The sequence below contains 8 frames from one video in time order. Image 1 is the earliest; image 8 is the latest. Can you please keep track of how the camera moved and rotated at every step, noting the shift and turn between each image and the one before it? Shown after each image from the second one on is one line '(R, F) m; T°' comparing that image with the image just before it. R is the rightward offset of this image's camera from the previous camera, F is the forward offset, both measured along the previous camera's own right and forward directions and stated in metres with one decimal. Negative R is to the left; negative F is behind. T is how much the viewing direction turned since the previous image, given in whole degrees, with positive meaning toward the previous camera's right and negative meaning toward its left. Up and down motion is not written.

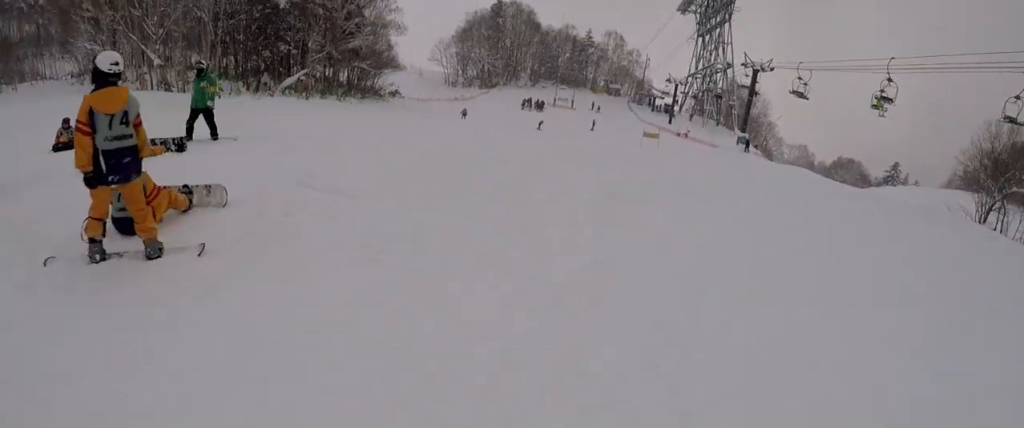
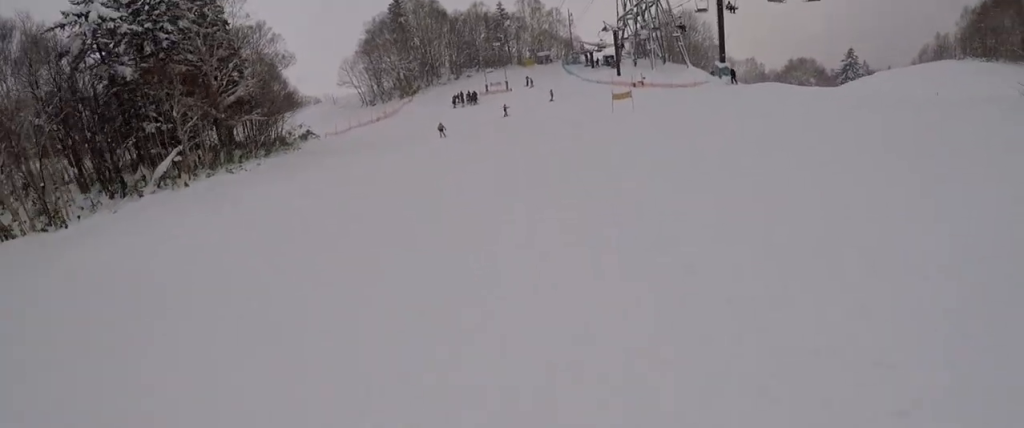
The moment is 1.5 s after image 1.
(-1.9, +12.3) m; 0°
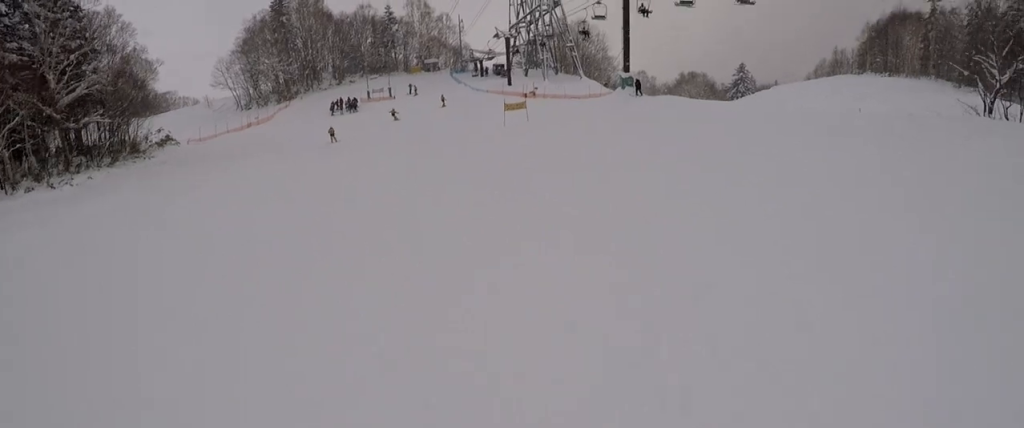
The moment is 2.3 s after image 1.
(+0.9, +6.6) m; +6°
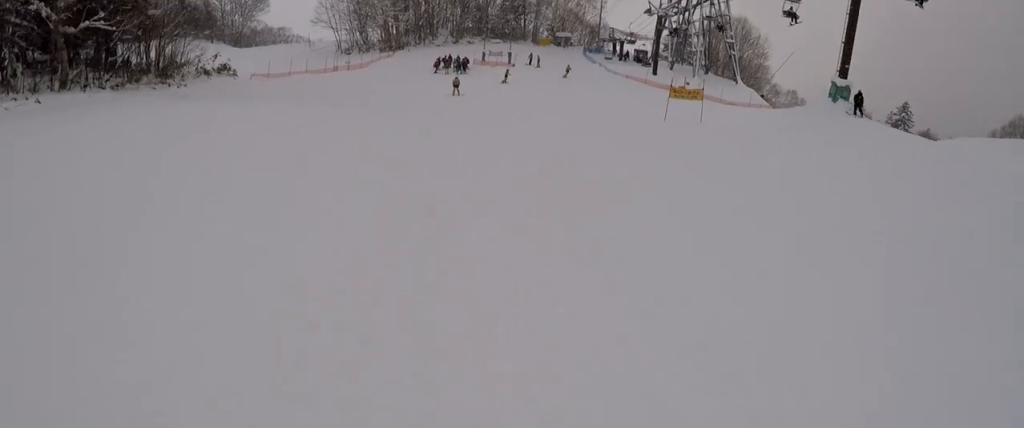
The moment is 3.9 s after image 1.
(-0.4, +14.9) m; -8°
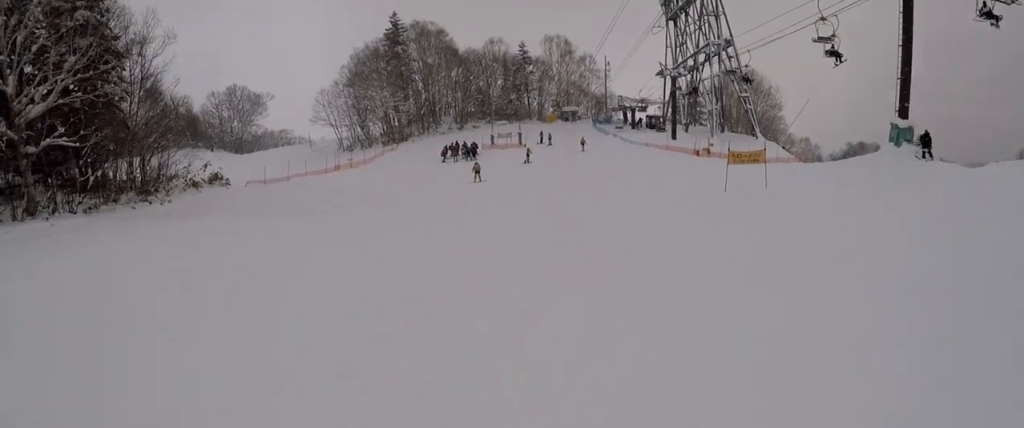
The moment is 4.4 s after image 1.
(-0.7, +4.8) m; +1°
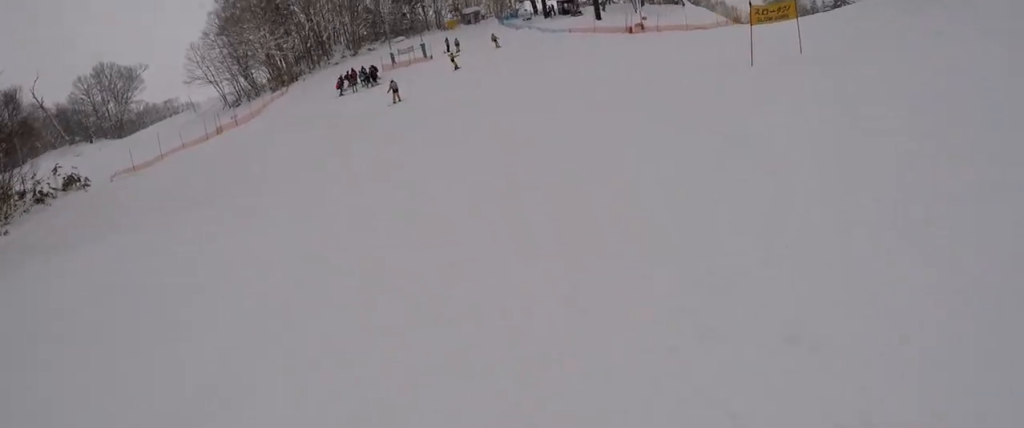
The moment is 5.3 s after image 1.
(+0.6, +7.7) m; +12°
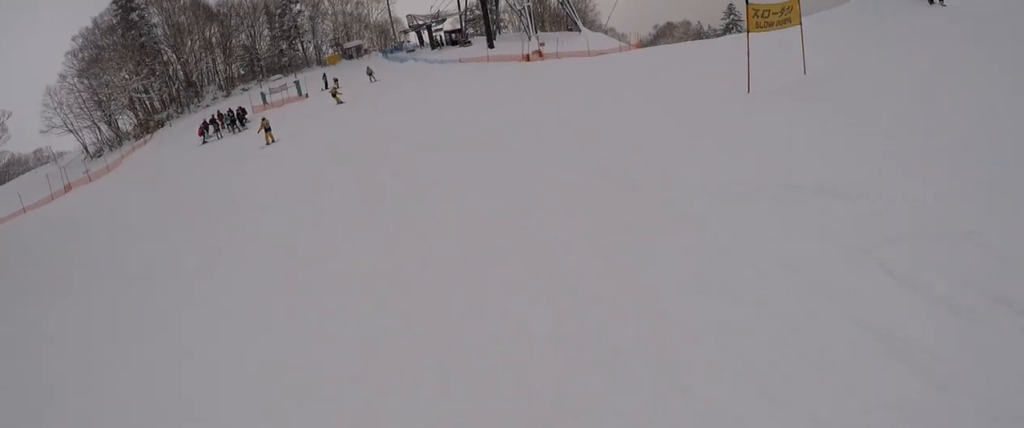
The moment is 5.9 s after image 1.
(+0.4, +5.7) m; +9°
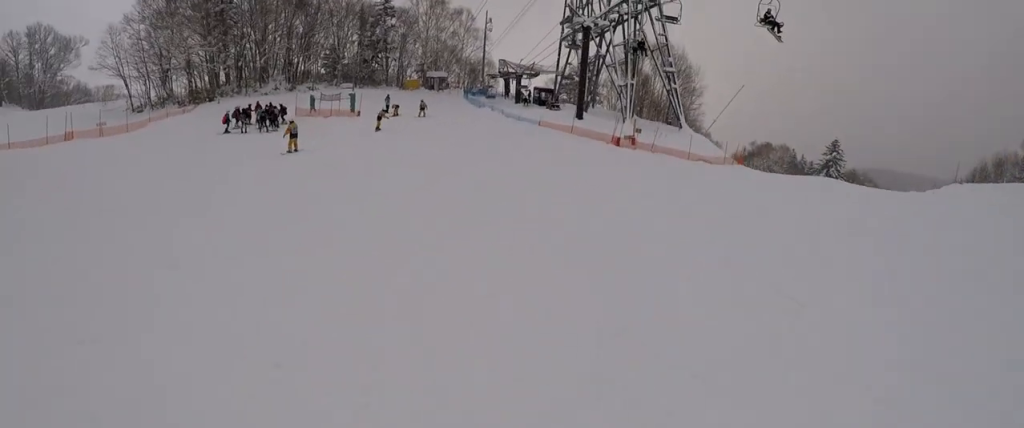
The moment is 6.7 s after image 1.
(+1.5, +8.0) m; 0°
